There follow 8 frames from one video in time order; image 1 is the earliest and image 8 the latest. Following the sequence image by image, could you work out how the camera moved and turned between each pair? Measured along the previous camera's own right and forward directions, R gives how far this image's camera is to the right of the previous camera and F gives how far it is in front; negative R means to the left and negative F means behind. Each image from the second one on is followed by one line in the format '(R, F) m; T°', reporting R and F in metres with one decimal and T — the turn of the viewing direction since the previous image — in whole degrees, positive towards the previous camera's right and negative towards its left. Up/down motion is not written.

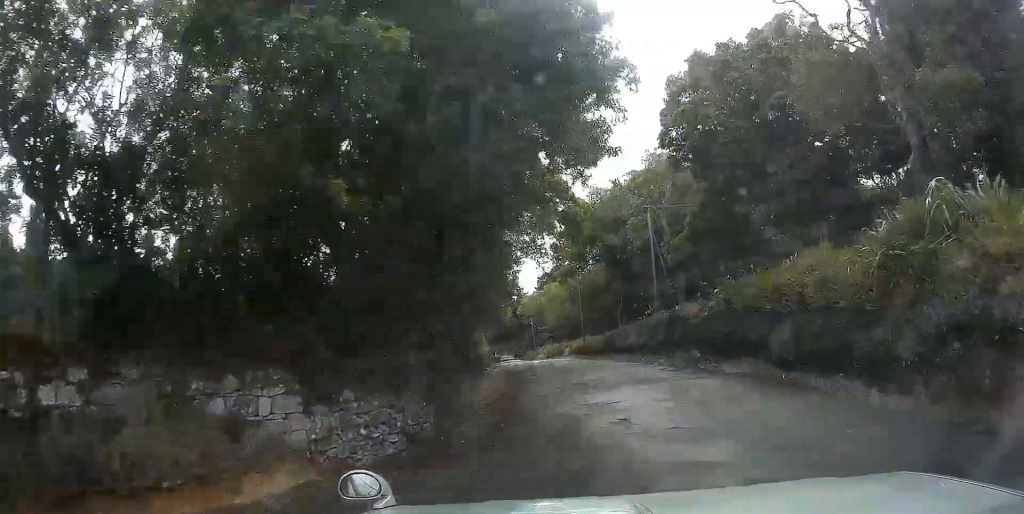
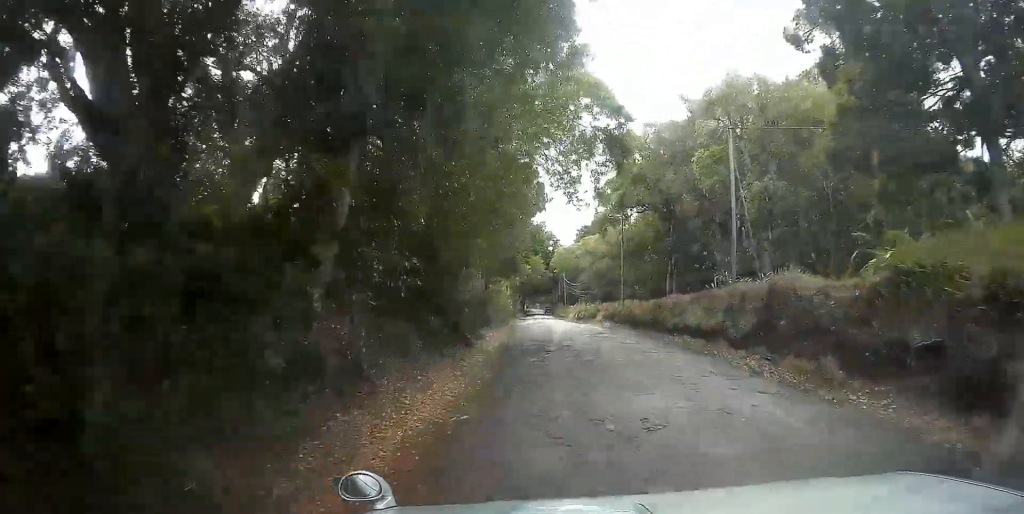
(-0.1, +8.2) m; -2°
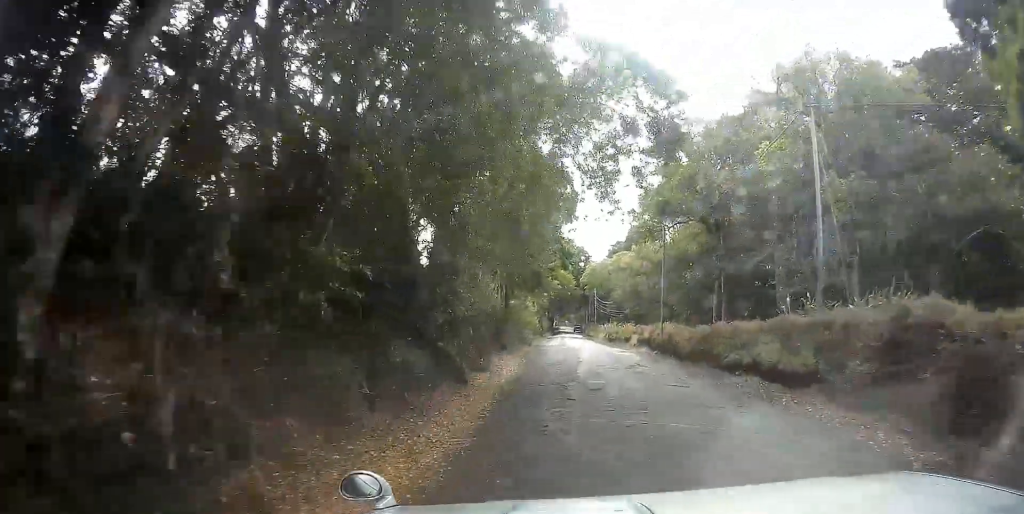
(-0.1, +4.6) m; -2°
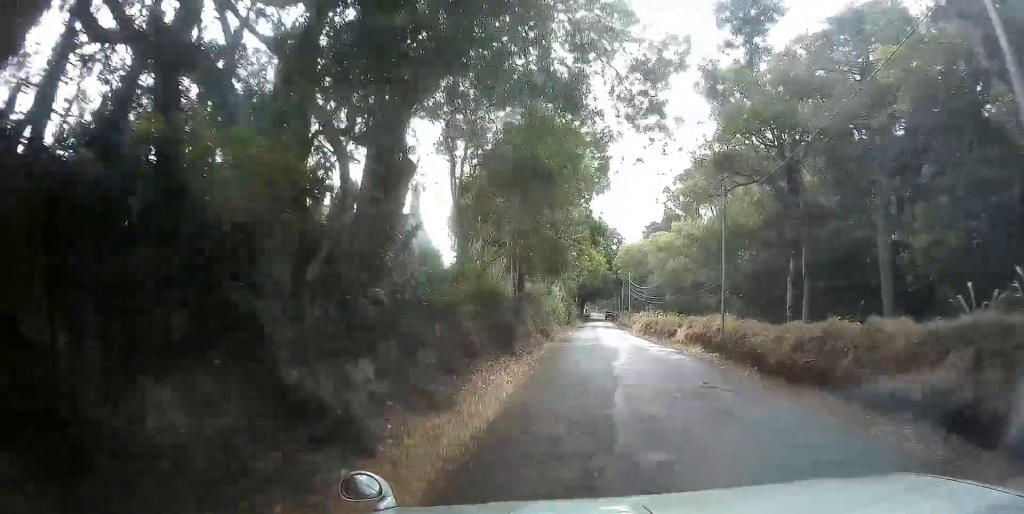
(-0.2, +7.0) m; -2°
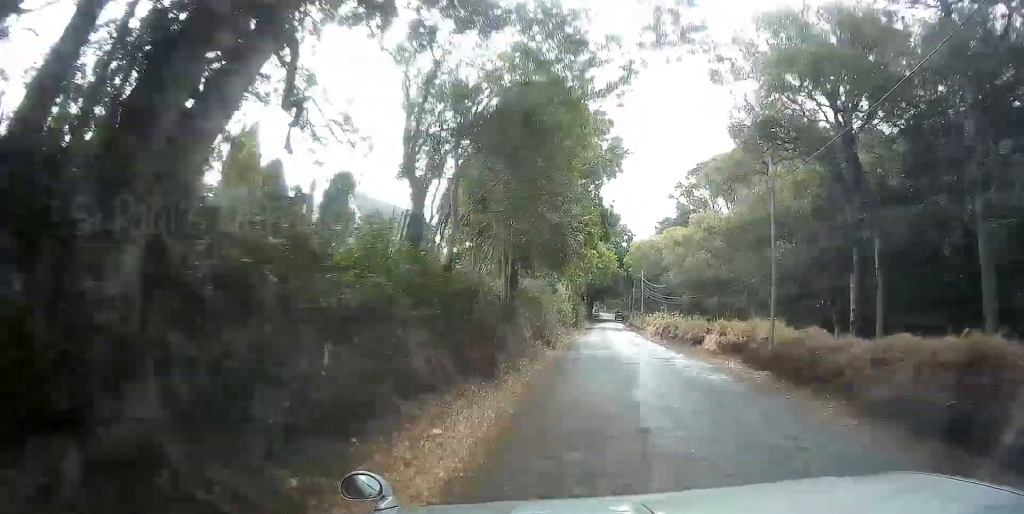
(-0.2, +4.9) m; 0°
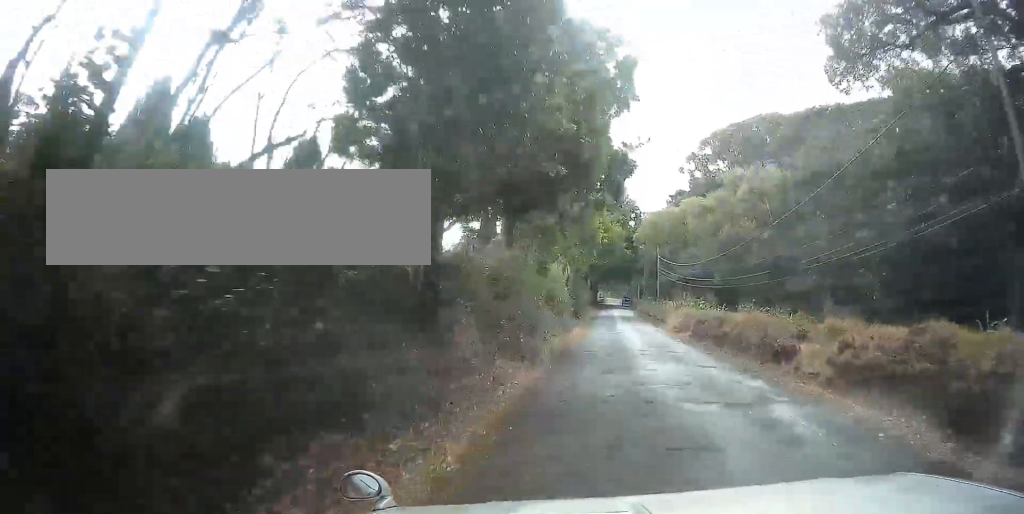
(+0.2, +10.6) m; +1°
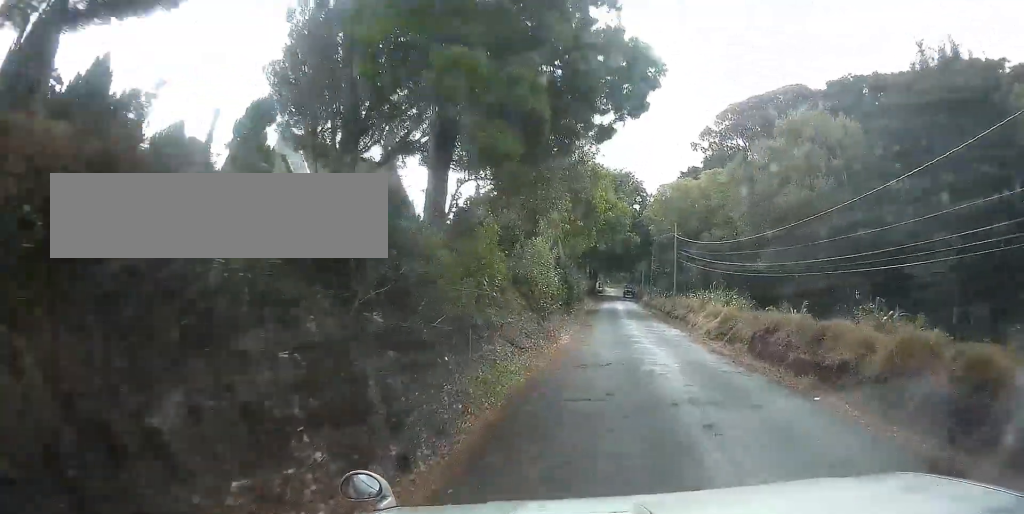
(0.0, +9.7) m; -1°
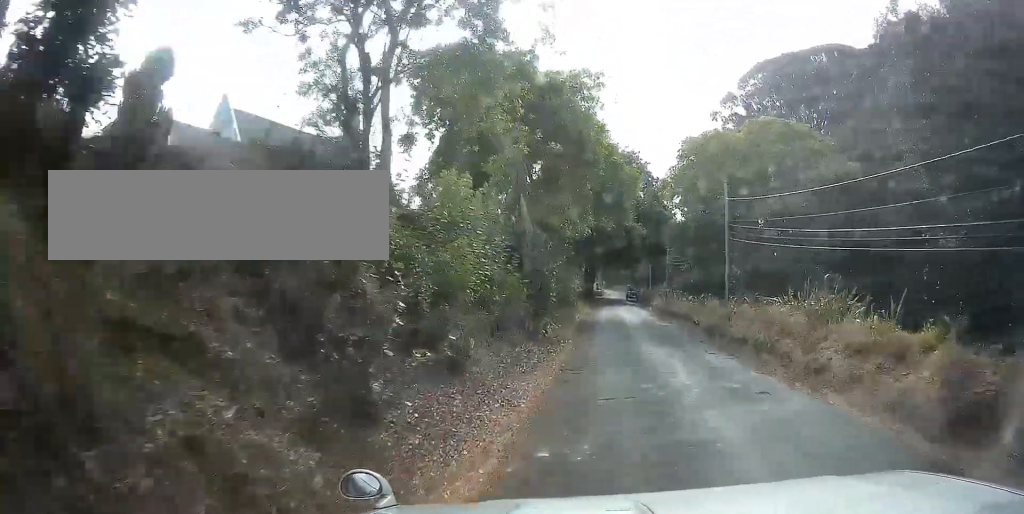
(-0.1, +15.2) m; +1°
